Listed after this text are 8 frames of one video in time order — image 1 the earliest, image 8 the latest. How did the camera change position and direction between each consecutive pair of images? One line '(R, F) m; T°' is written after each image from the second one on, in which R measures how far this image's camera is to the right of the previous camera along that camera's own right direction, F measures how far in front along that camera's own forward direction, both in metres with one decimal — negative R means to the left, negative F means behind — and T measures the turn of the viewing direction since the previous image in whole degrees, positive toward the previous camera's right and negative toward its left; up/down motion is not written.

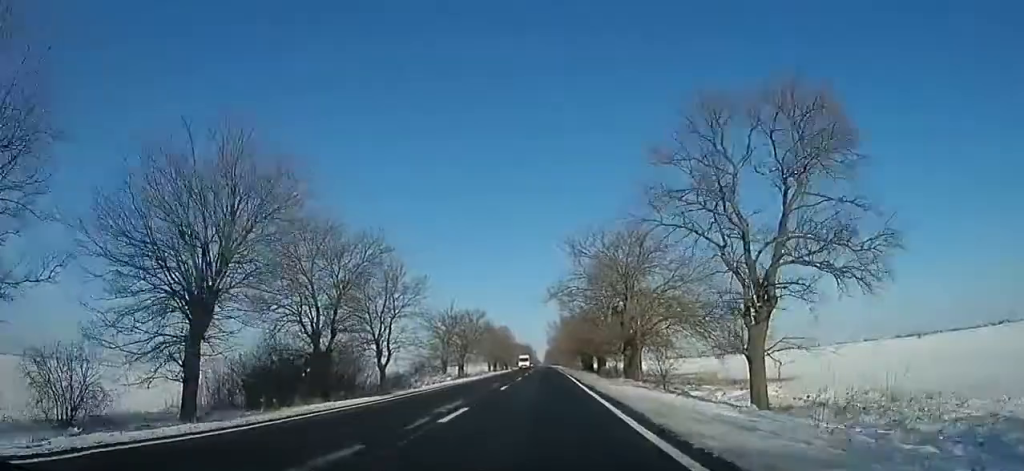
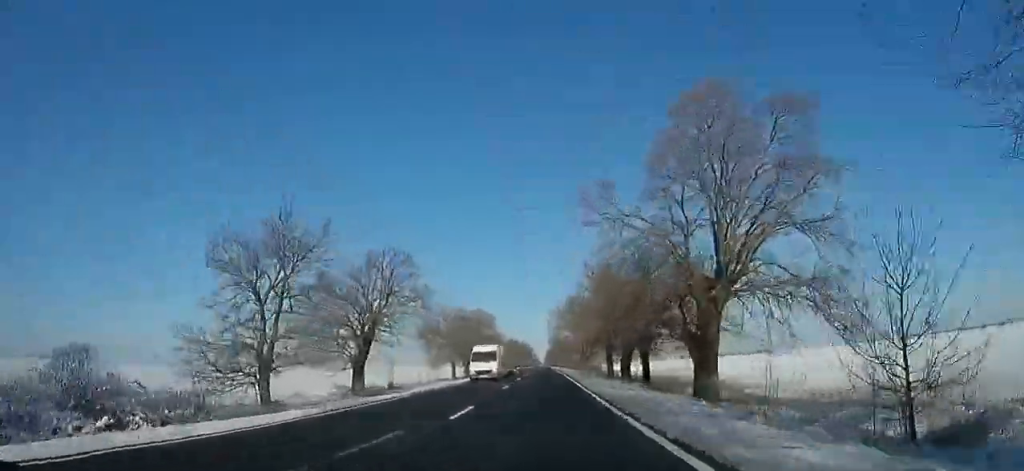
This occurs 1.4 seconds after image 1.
(-0.1, +30.0) m; -1°
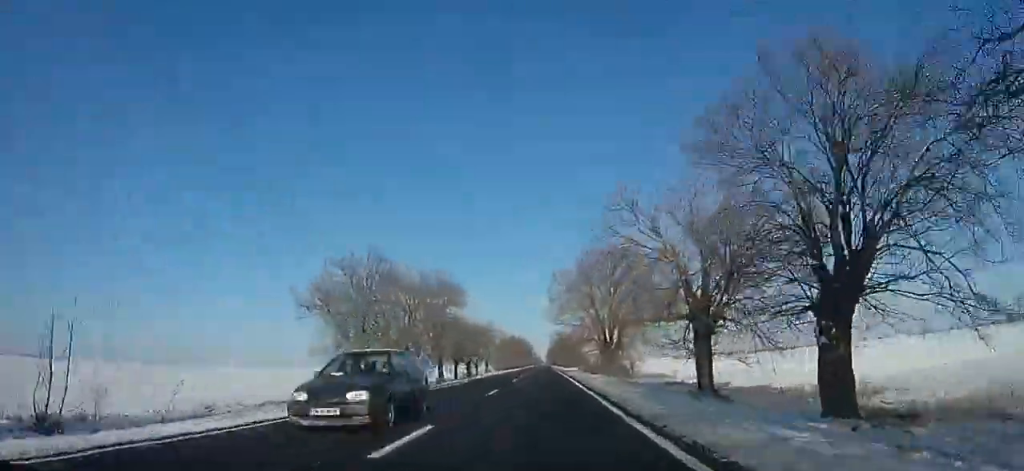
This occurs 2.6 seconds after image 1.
(-0.2, +16.9) m; -1°
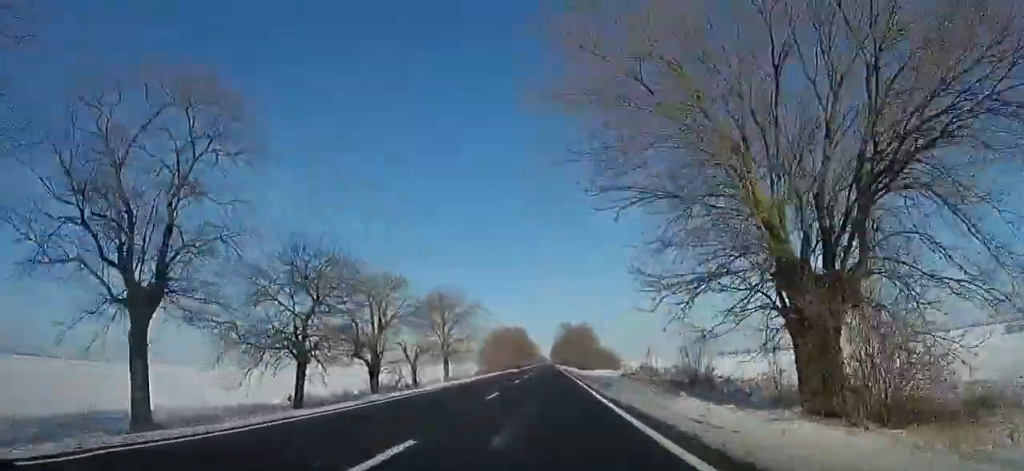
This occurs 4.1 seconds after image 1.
(+0.1, +23.5) m; 0°
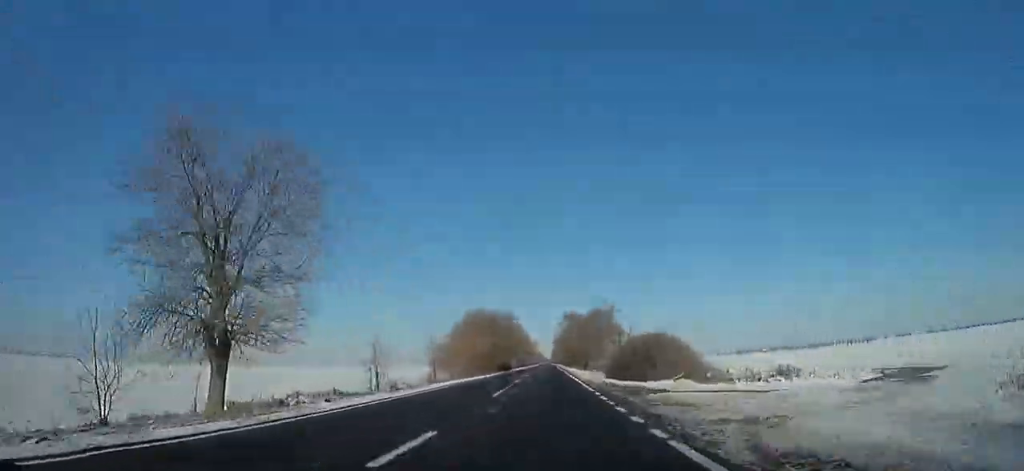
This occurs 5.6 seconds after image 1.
(+0.1, +26.9) m; 0°
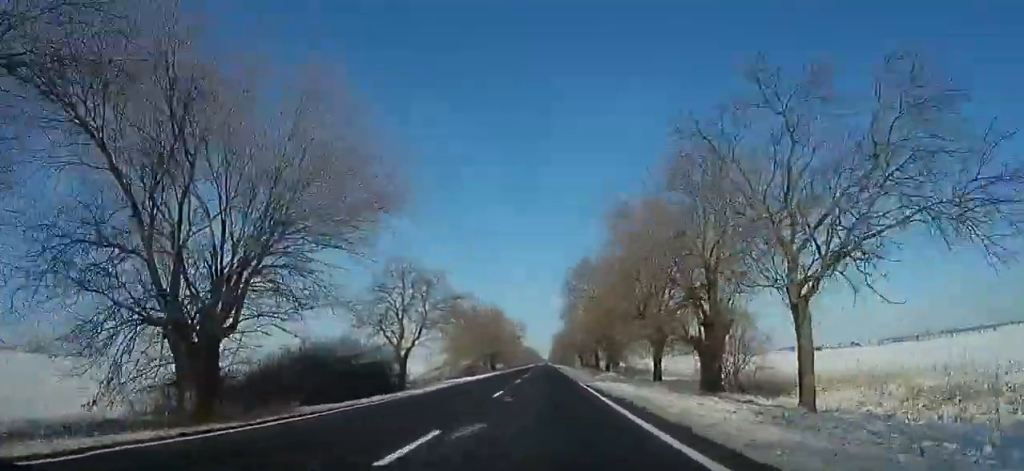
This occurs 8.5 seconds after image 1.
(+0.1, +67.9) m; 0°
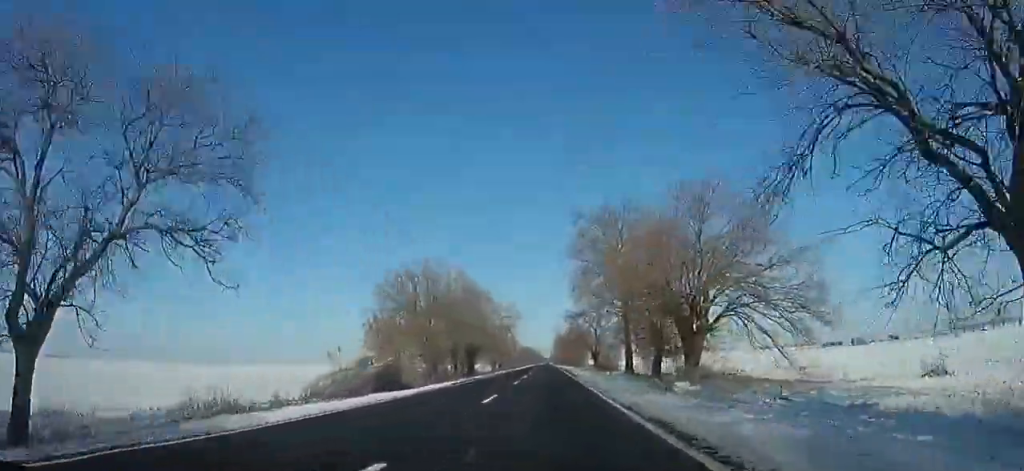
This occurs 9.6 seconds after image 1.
(0.0, +29.9) m; 0°
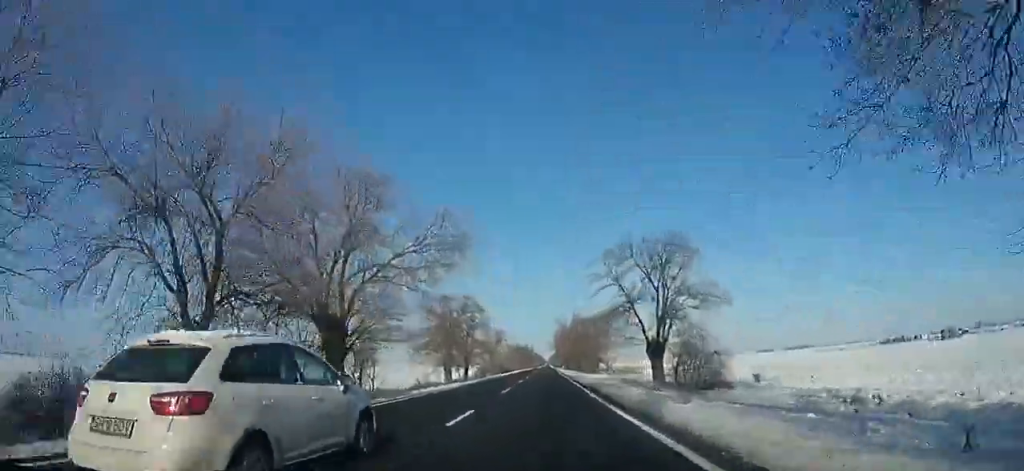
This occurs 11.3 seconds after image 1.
(0.0, +46.8) m; 0°
